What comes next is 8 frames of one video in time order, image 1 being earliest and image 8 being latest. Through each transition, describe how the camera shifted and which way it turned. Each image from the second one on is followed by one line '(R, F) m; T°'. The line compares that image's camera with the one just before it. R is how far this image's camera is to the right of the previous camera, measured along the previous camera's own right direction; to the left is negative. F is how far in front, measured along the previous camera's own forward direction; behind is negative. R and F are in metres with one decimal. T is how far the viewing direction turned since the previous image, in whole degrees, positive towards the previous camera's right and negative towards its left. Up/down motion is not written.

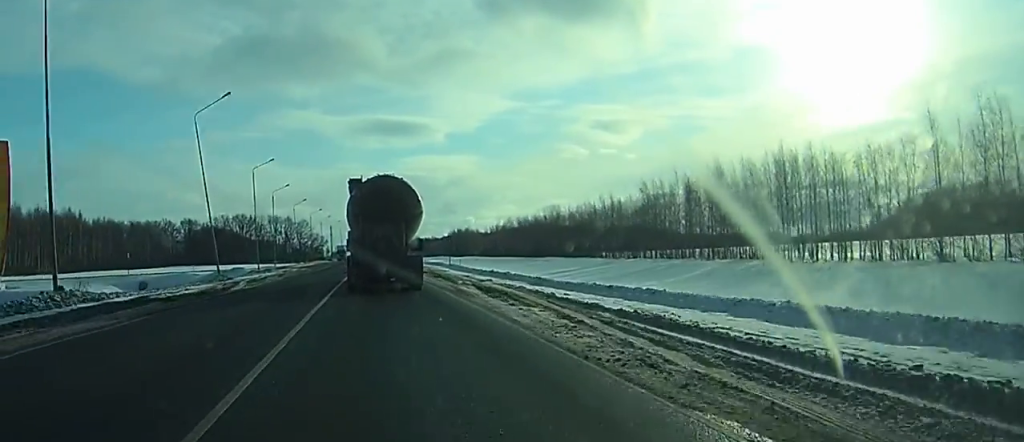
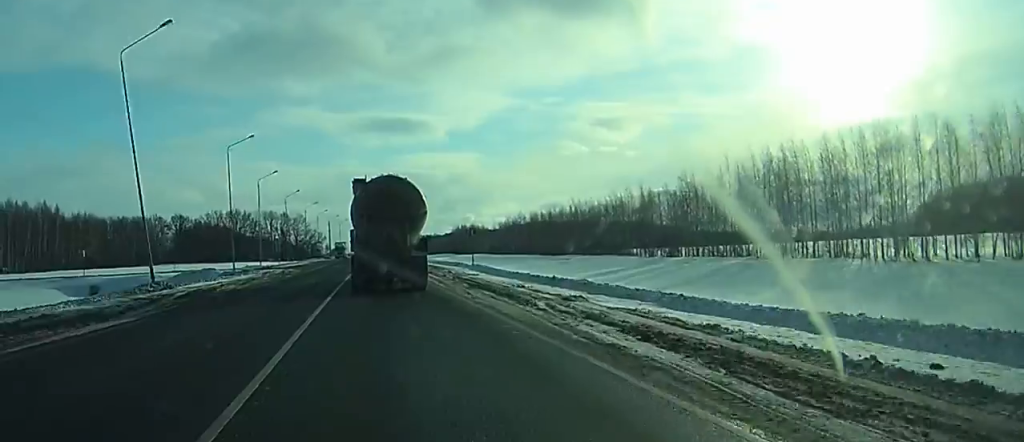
(-0.1, +17.6) m; 0°
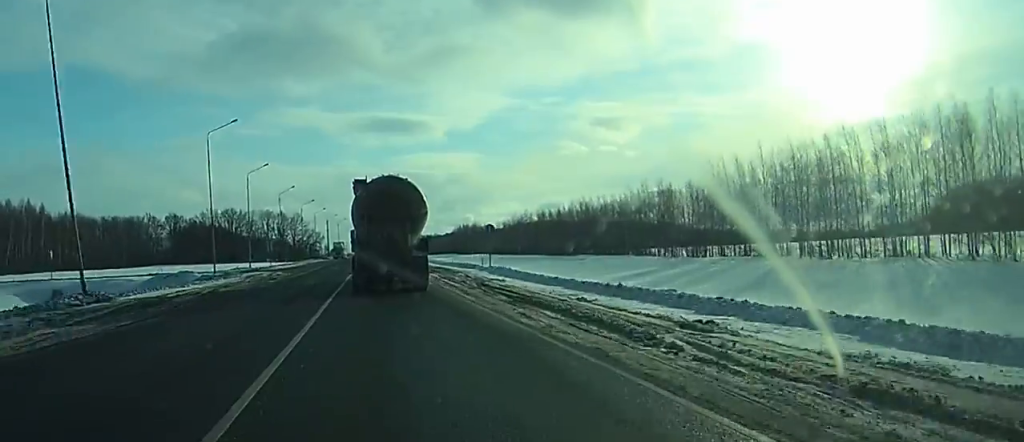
(0.0, +9.6) m; 0°
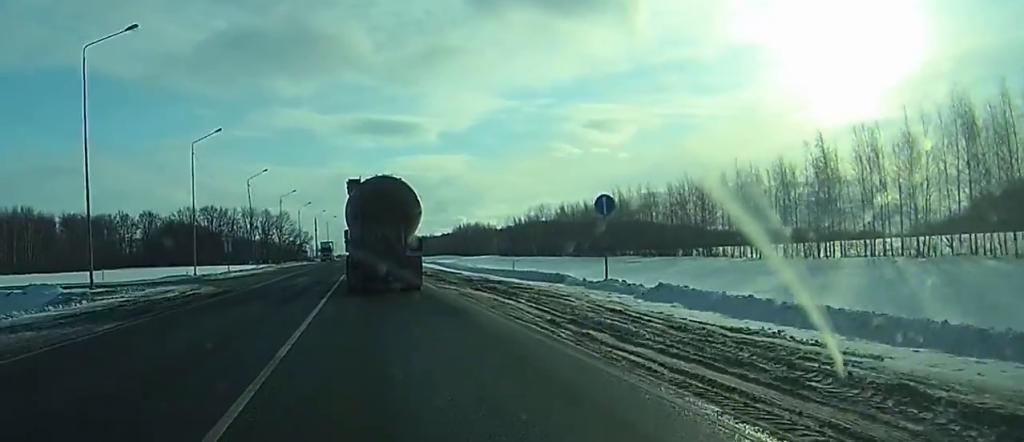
(+0.1, +28.9) m; 0°
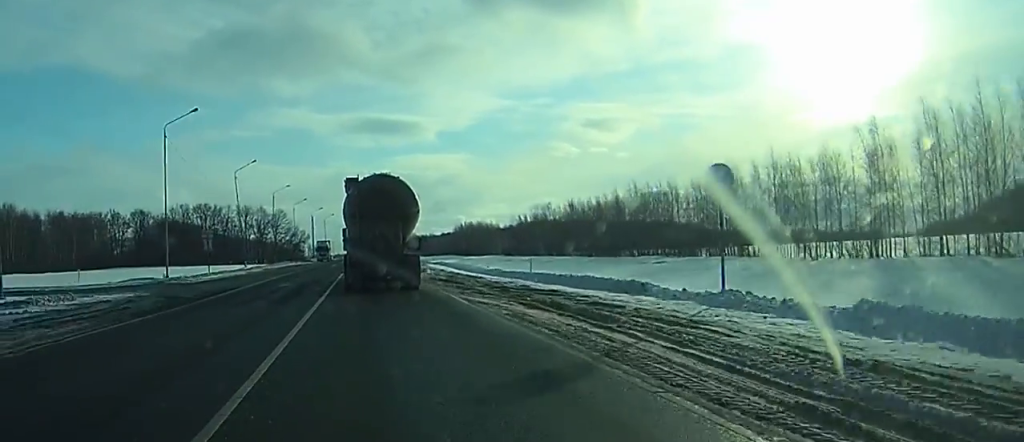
(0.0, +9.7) m; 0°
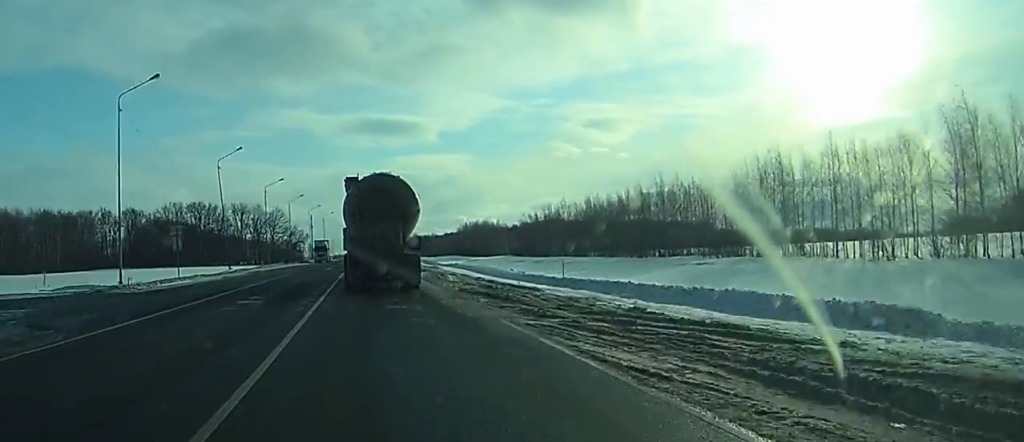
(0.0, +12.1) m; 0°
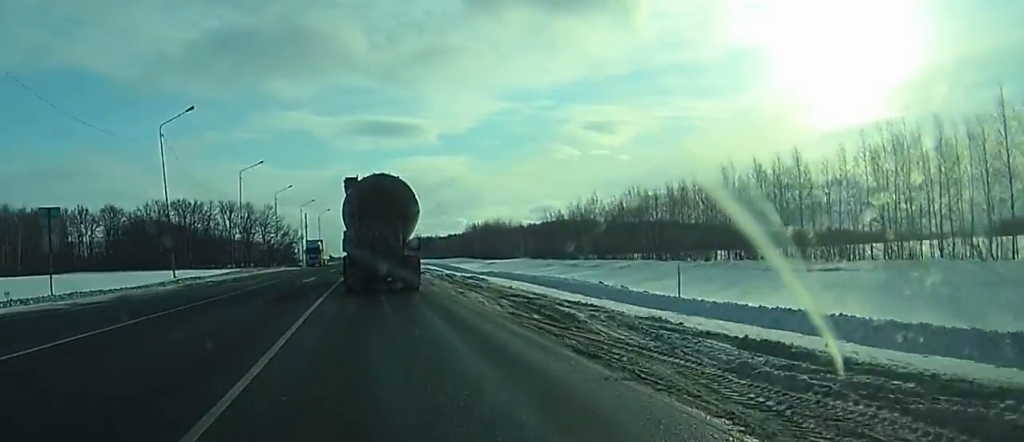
(0.0, +24.2) m; 0°
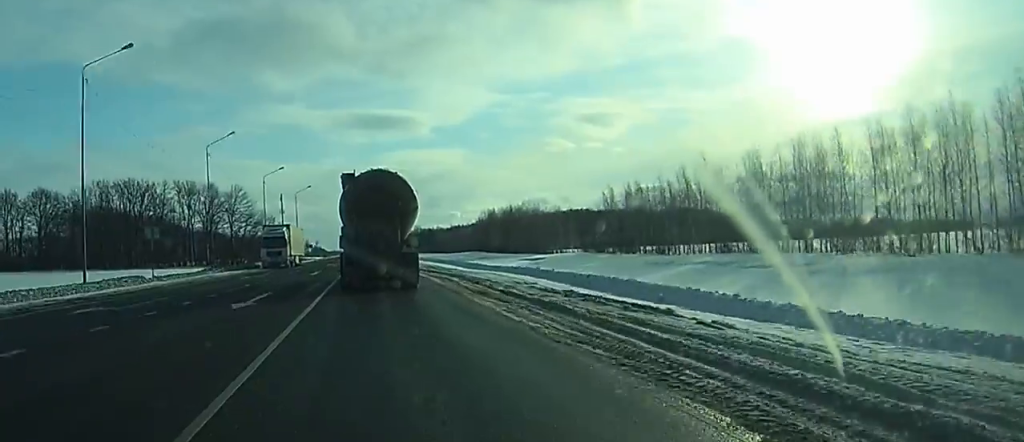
(+0.2, +52.2) m; 0°
